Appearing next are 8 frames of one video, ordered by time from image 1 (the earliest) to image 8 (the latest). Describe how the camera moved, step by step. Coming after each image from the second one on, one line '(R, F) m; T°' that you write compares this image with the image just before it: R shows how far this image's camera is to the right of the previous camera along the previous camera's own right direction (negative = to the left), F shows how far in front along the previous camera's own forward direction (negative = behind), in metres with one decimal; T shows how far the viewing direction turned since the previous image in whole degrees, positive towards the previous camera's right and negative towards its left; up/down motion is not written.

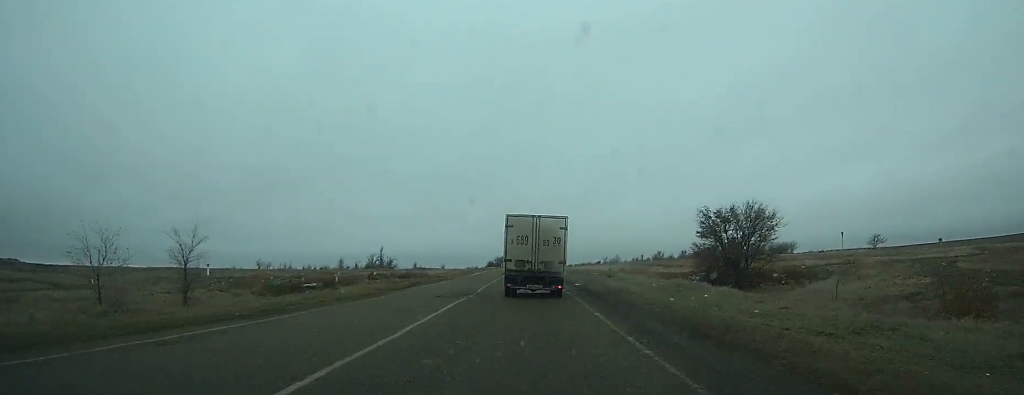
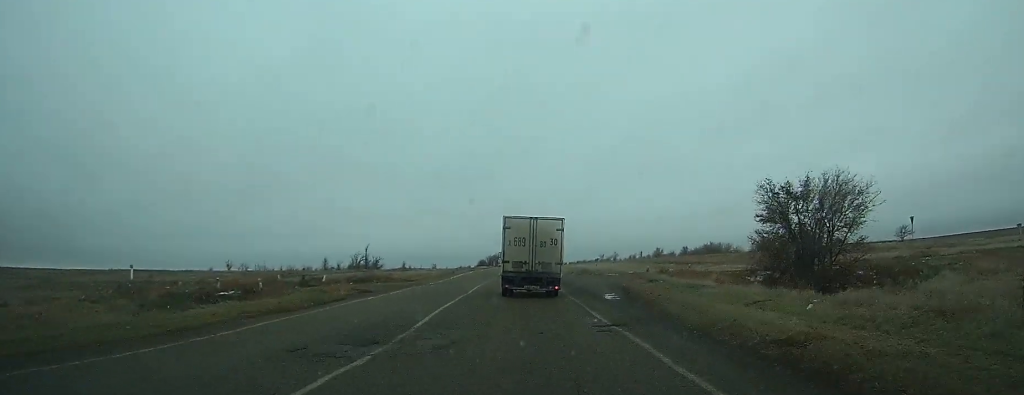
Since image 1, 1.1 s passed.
(0.0, +15.1) m; 0°
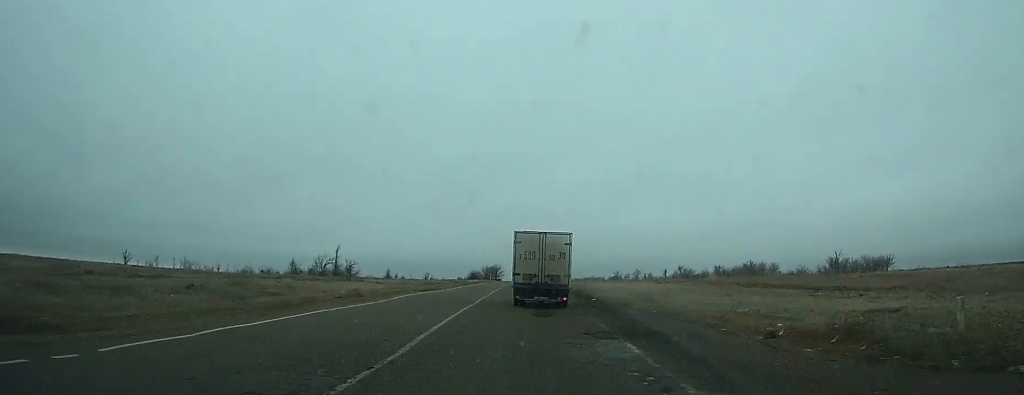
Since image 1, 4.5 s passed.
(0.0, +43.9) m; 0°
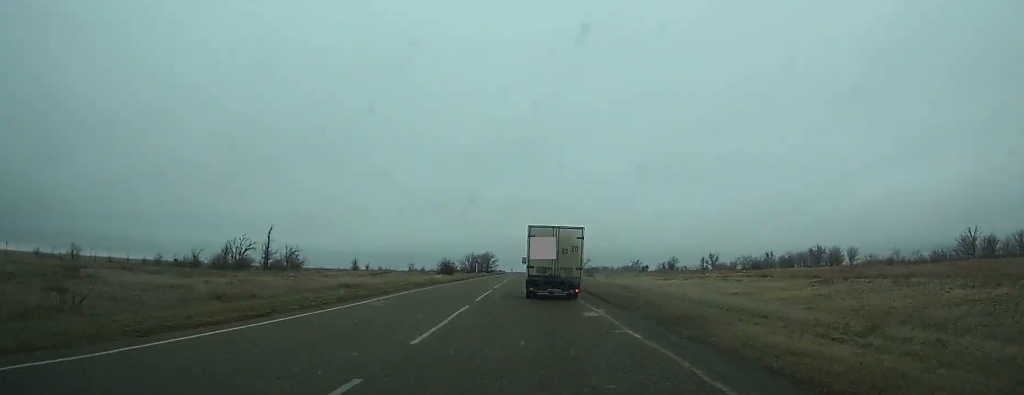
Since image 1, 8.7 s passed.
(-0.2, +54.4) m; 0°
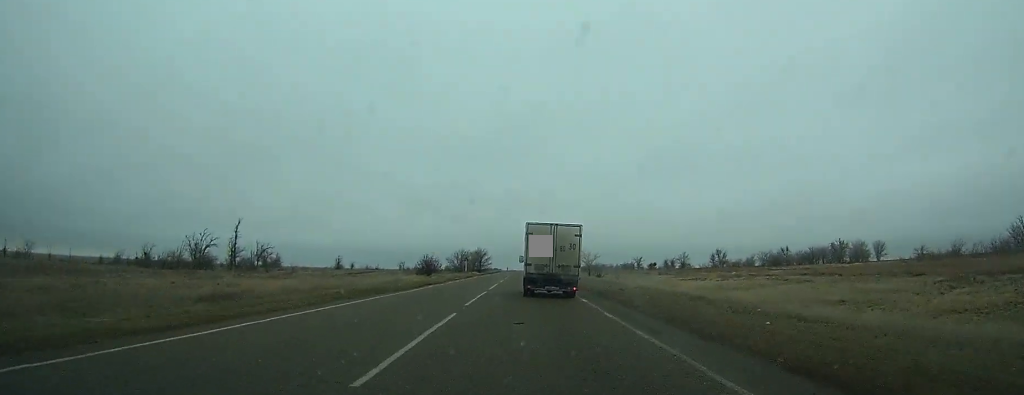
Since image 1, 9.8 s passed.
(0.0, +16.1) m; 0°
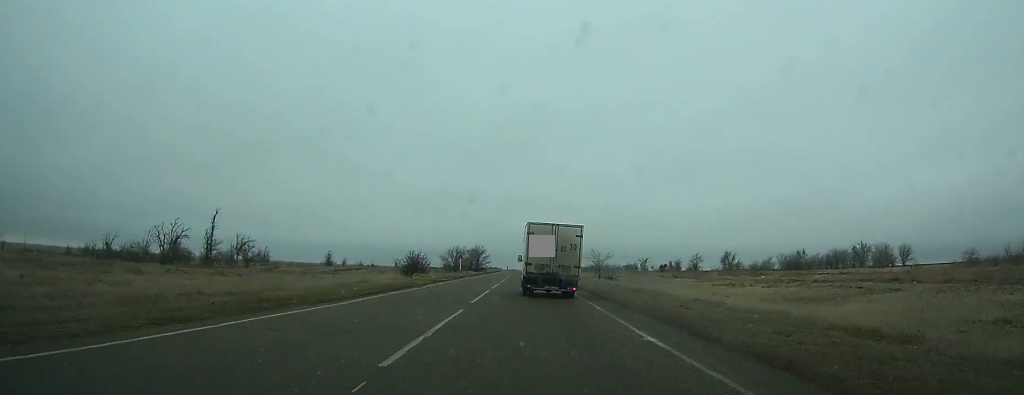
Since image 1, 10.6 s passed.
(-0.1, +11.5) m; 0°
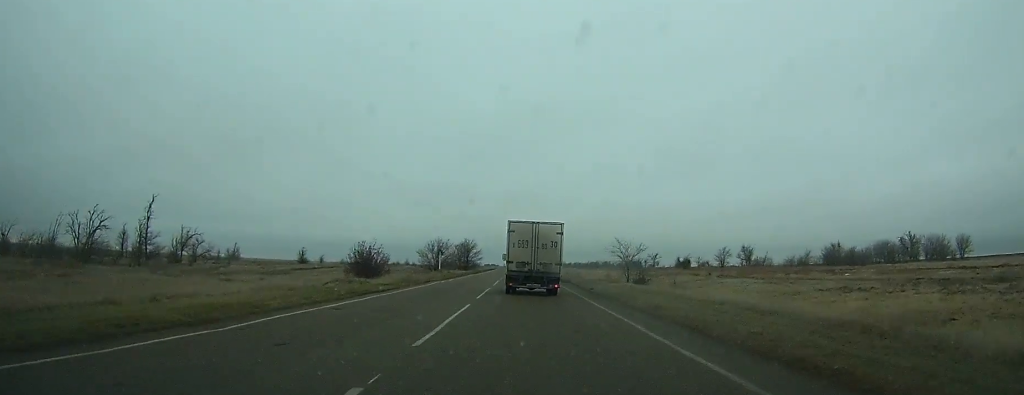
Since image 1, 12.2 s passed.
(-0.1, +22.7) m; 0°
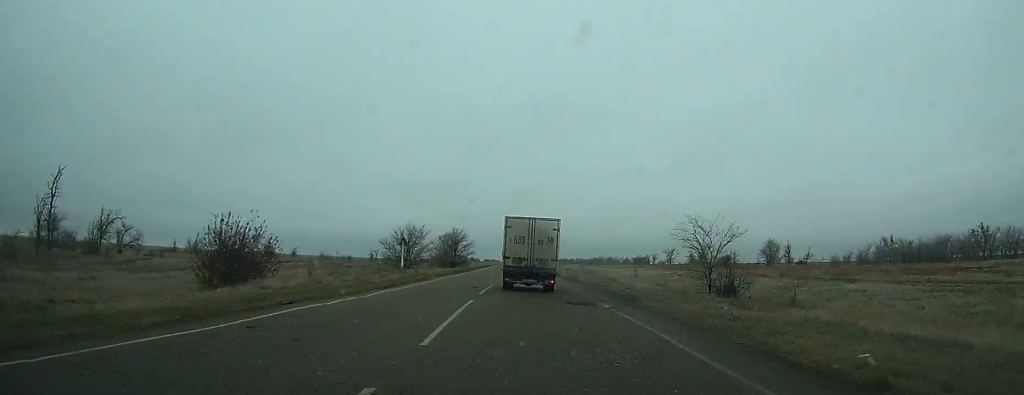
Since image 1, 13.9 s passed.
(-0.1, +24.0) m; 0°
